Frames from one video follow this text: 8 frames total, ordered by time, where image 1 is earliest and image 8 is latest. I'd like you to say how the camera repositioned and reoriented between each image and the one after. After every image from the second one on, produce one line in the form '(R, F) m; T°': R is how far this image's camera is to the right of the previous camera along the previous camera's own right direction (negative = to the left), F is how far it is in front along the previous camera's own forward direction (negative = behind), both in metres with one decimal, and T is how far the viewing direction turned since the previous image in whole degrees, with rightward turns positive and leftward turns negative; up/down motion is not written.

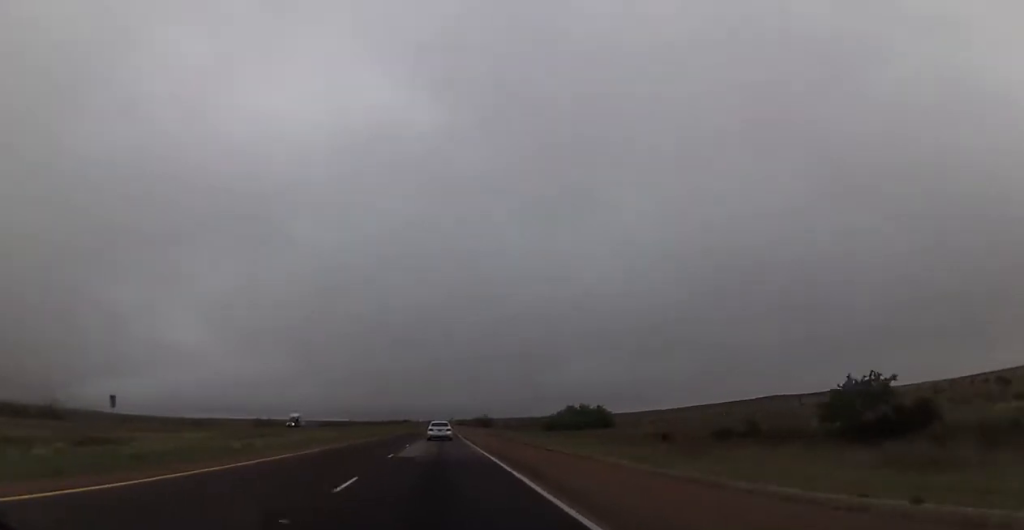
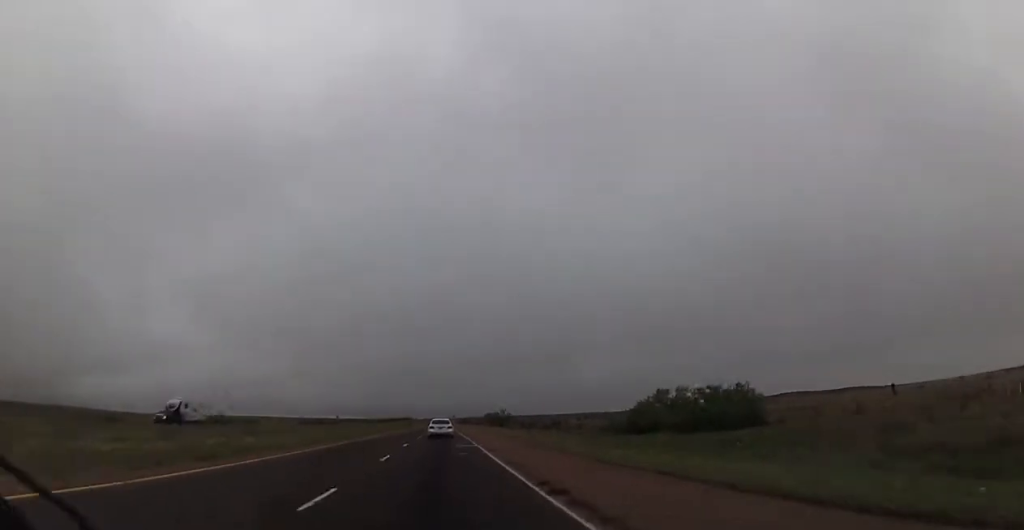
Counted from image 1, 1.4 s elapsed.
(+0.3, +51.8) m; +1°
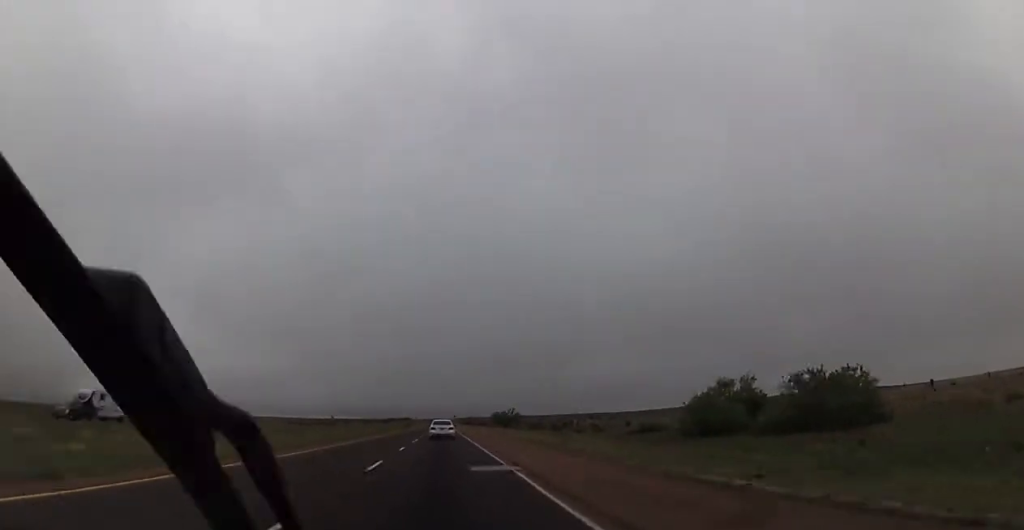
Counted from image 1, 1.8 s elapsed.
(0.0, +16.4) m; 0°
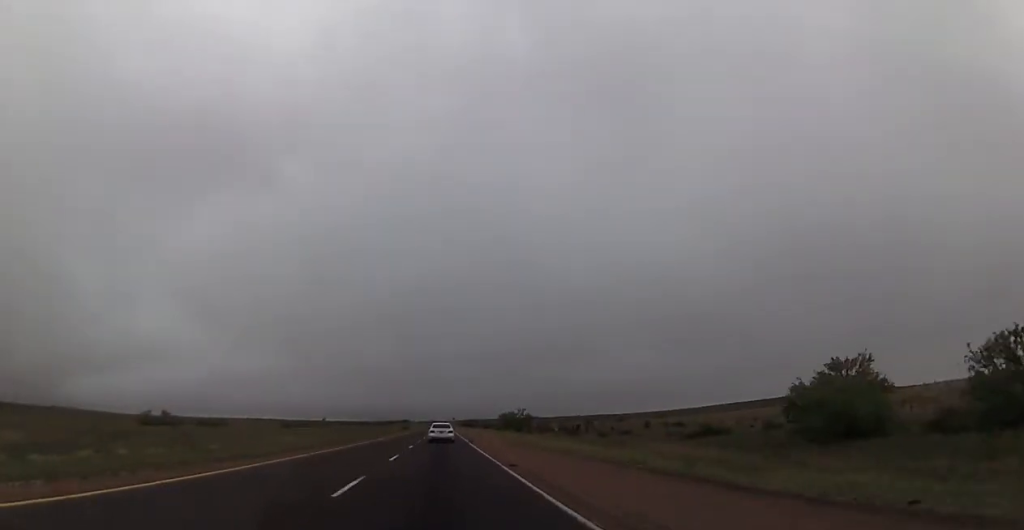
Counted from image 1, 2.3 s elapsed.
(+0.1, +17.7) m; 0°
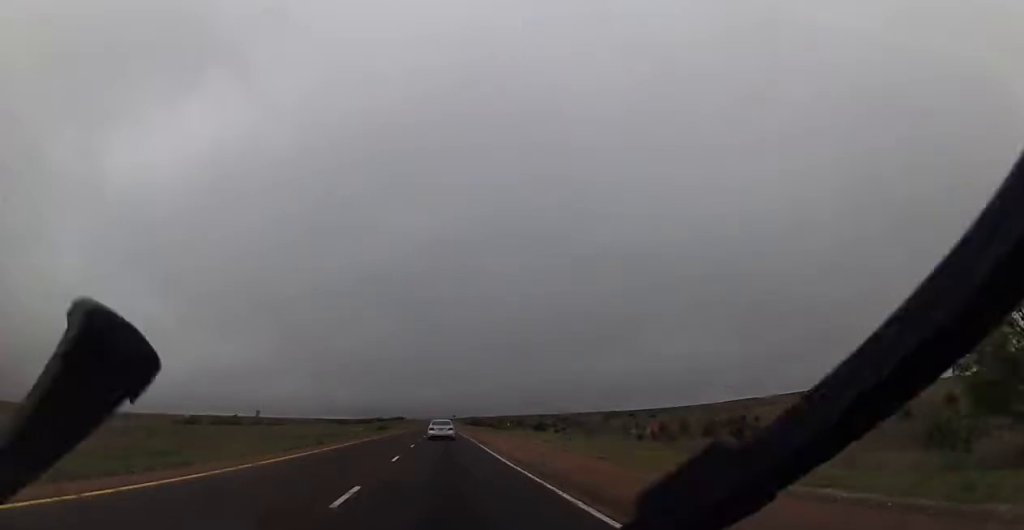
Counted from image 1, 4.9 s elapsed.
(-1.1, +101.2) m; -1°
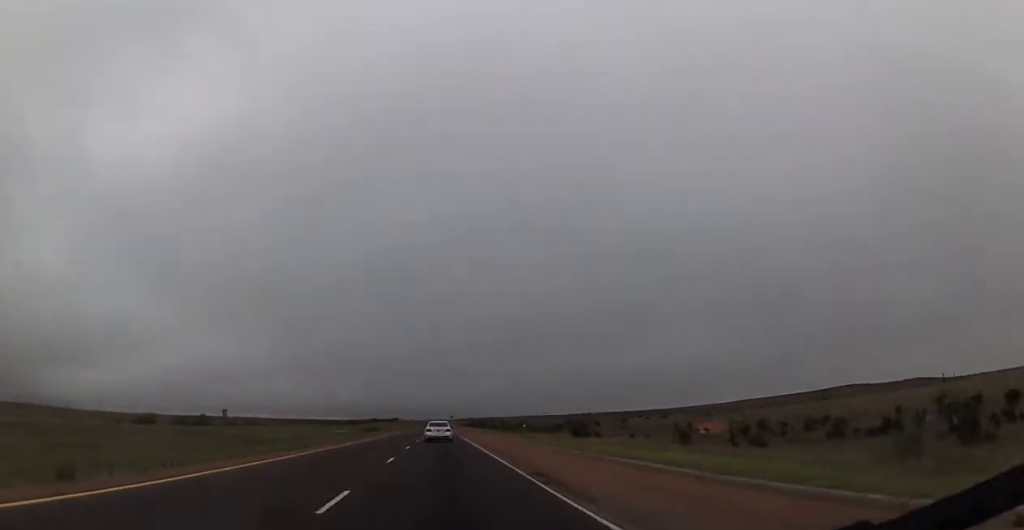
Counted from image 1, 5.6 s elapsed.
(-0.1, +25.3) m; 0°
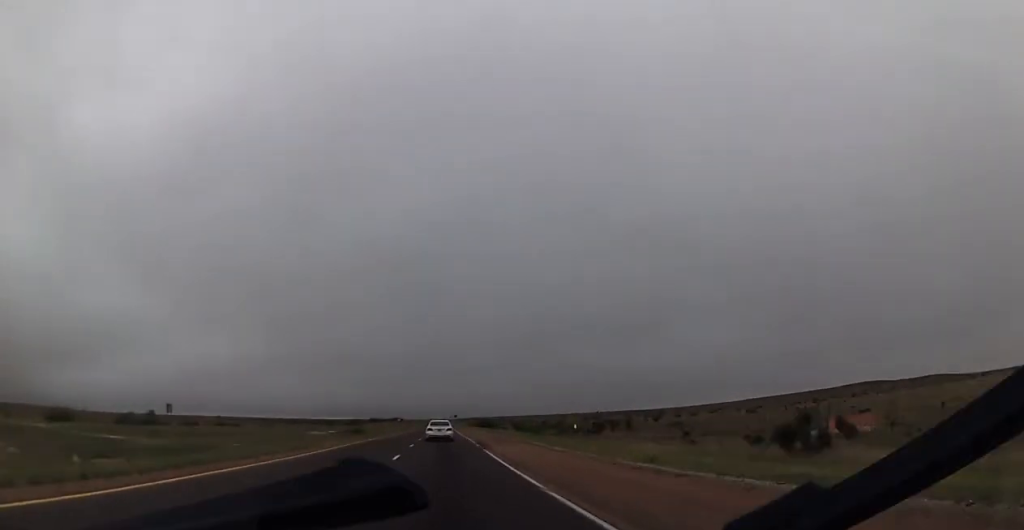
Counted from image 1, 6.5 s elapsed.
(+0.4, +34.2) m; +1°
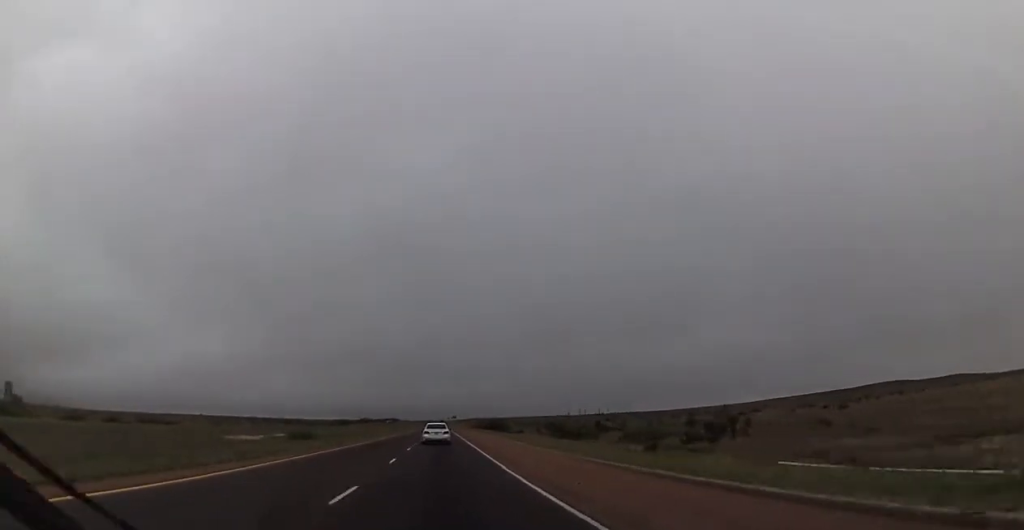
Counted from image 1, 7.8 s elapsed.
(-0.3, +49.4) m; -1°
